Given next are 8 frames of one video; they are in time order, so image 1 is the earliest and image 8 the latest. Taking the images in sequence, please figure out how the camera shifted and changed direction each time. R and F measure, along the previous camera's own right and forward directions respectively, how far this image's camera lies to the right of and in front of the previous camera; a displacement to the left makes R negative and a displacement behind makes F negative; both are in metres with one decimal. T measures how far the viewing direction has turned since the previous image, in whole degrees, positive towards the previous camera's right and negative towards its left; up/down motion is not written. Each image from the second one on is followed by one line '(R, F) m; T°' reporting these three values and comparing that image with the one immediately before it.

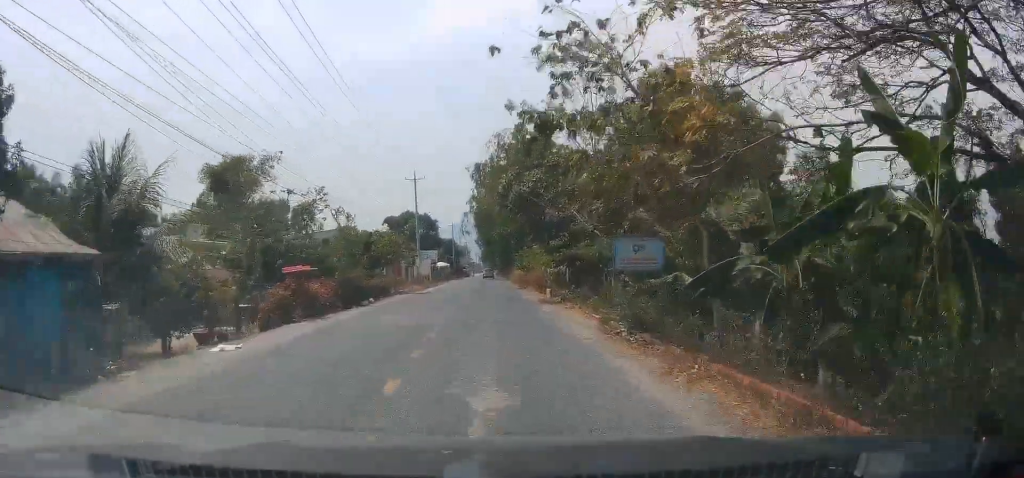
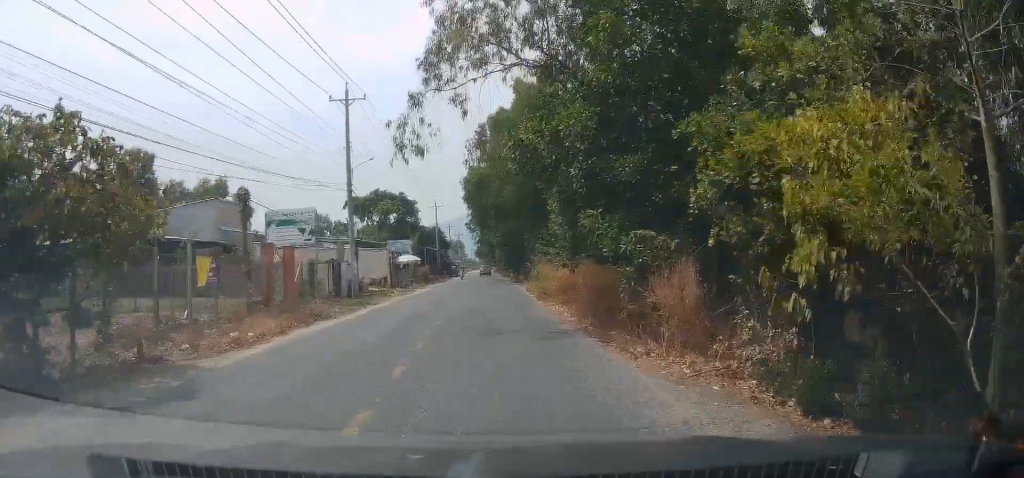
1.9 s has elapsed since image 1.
(+0.3, +31.9) m; +2°
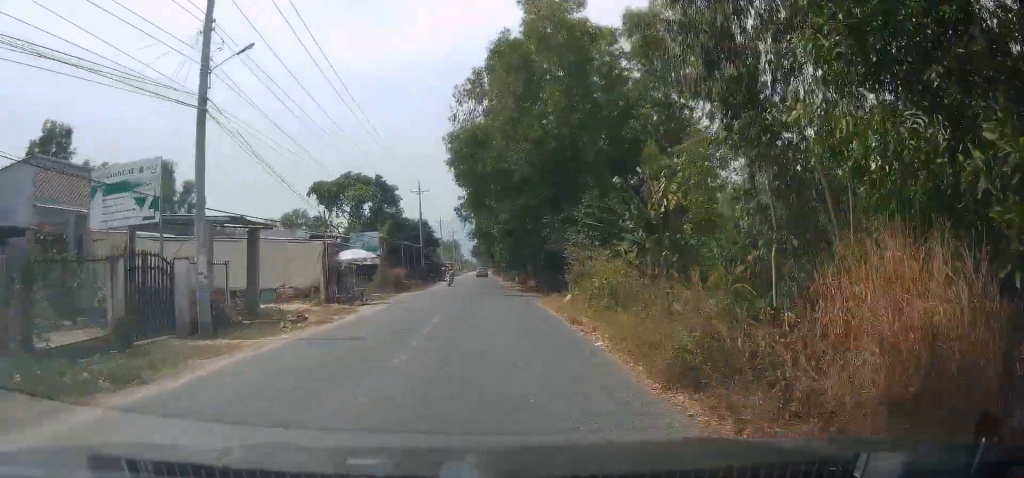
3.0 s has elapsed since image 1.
(0.0, +18.5) m; 0°
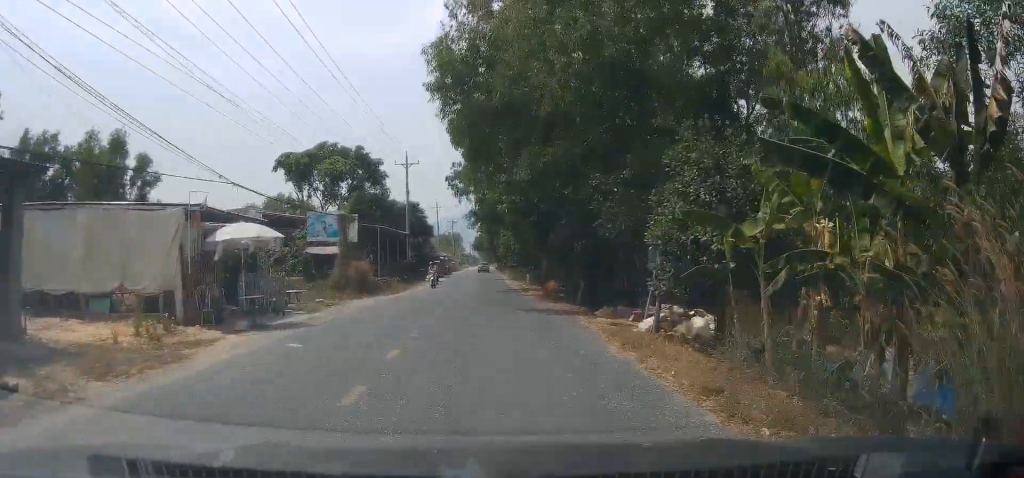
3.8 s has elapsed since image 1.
(0.0, +14.5) m; 0°
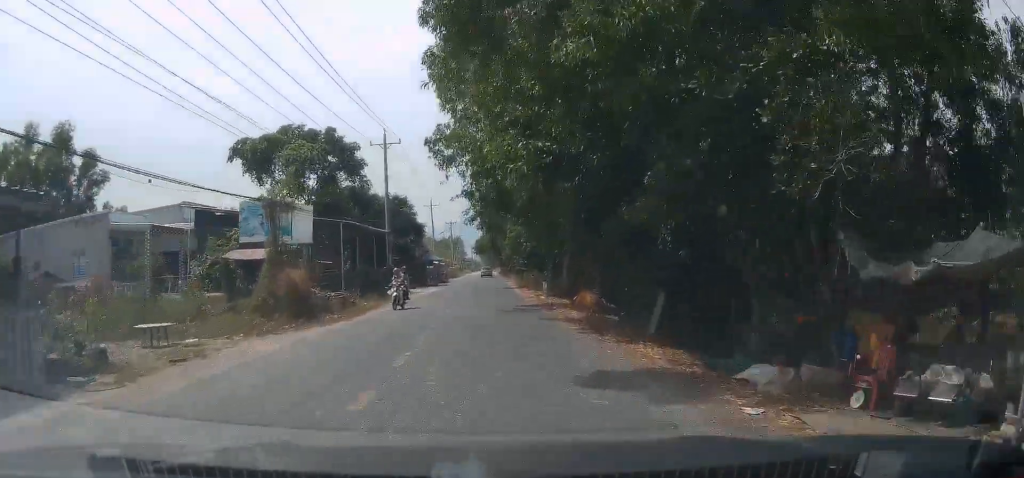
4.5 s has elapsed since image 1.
(0.0, +11.9) m; 0°
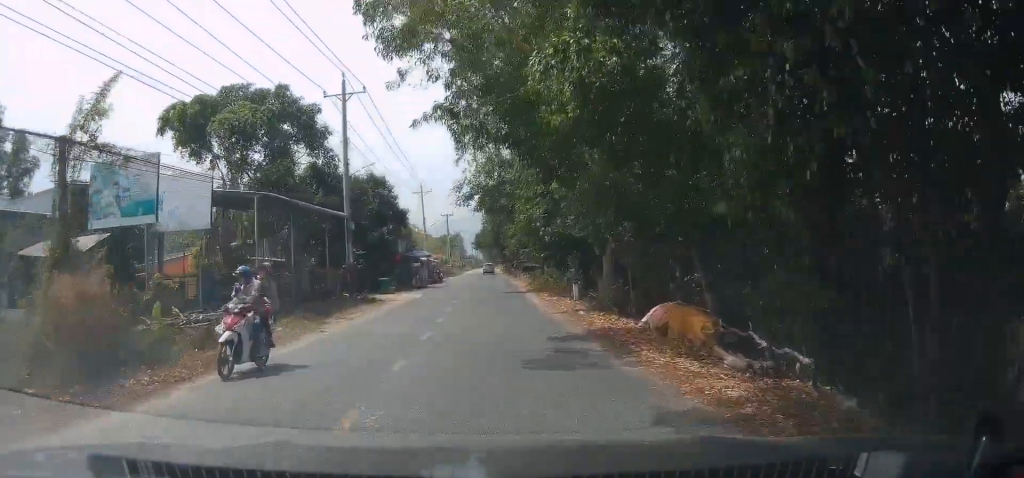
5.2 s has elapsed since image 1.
(0.0, +12.2) m; -1°
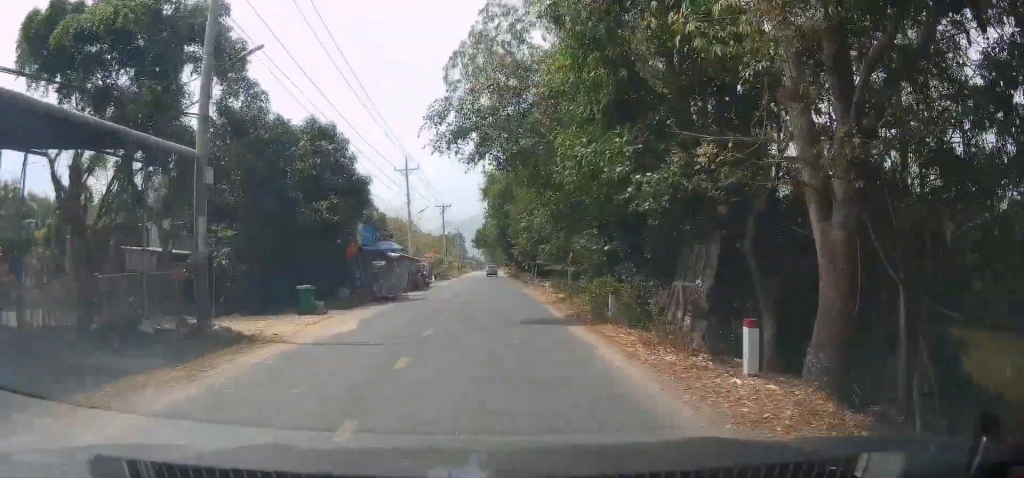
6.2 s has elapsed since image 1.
(-0.2, +16.6) m; 0°
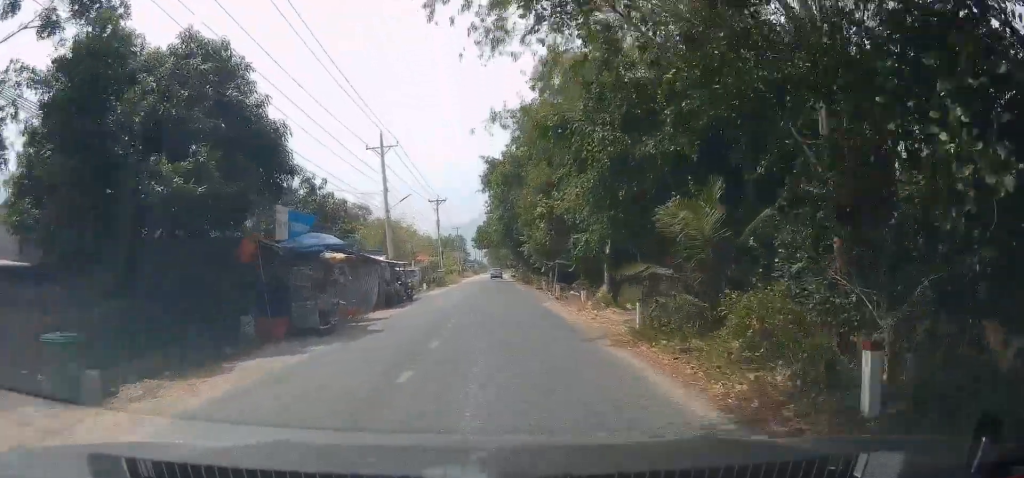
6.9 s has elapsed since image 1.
(0.0, +13.1) m; +1°
